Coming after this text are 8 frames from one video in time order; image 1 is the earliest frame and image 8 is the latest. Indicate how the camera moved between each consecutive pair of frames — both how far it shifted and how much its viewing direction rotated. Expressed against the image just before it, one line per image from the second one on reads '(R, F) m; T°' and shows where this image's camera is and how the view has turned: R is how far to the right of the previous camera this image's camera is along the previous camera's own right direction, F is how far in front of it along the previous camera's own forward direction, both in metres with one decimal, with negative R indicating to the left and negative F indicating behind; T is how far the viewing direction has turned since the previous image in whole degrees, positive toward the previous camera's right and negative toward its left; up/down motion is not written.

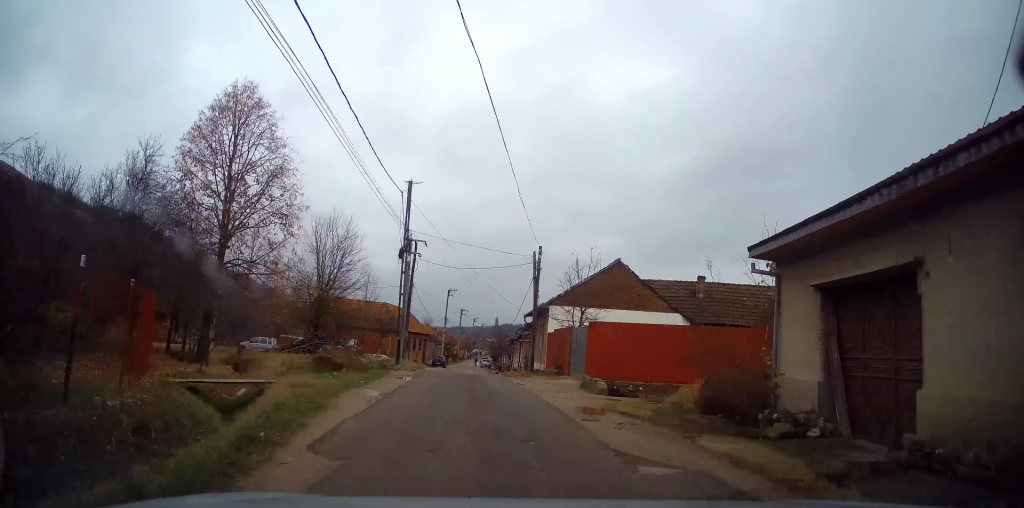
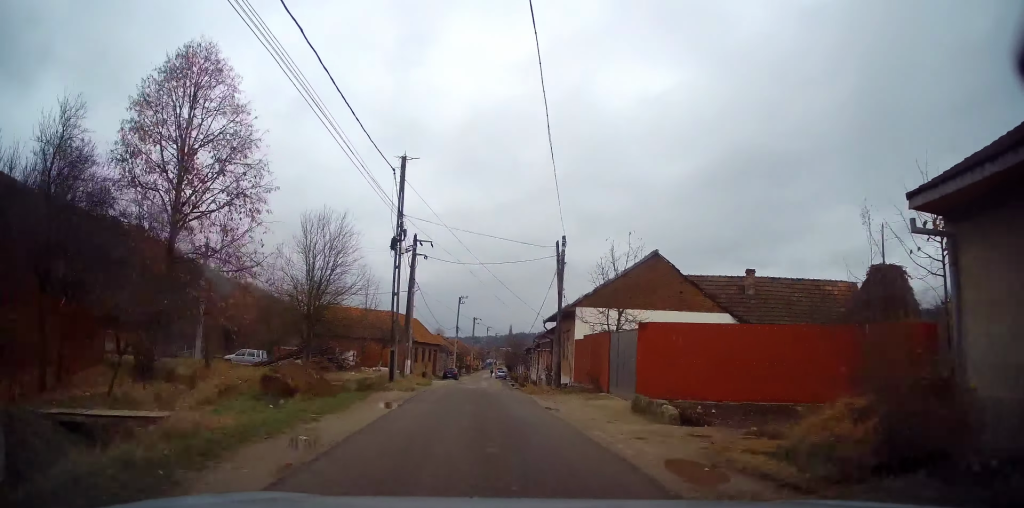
(-0.1, +4.7) m; -1°
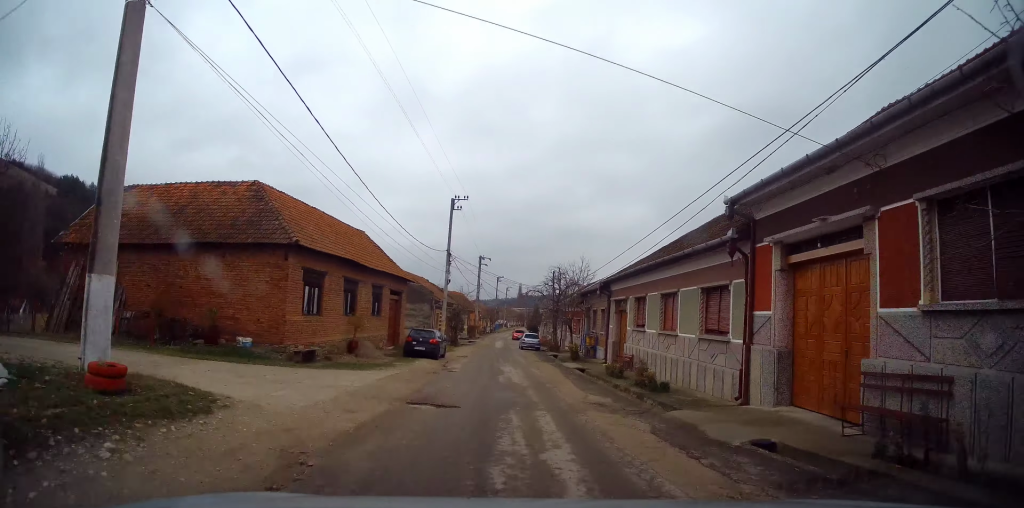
(-0.3, +39.1) m; 0°
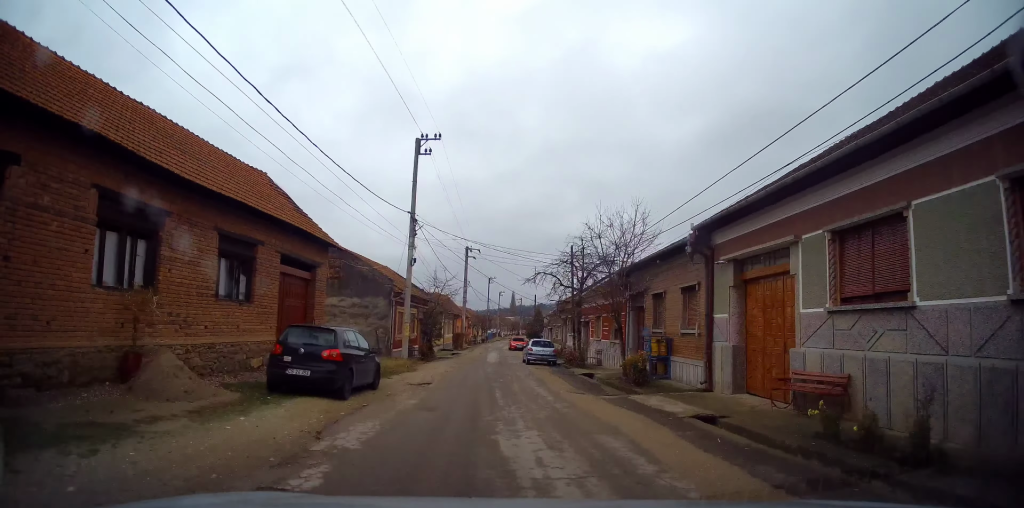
(+0.3, +15.4) m; +3°
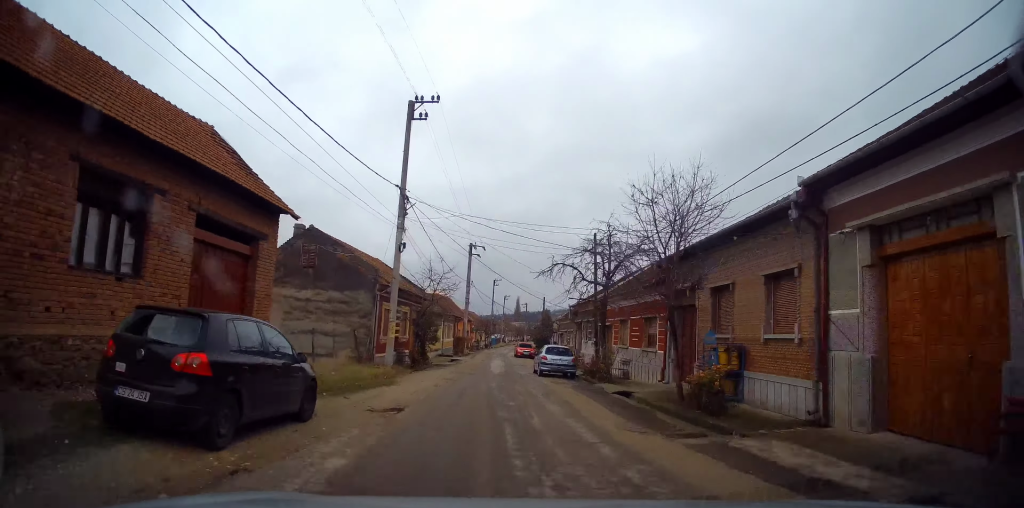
(+0.2, +5.4) m; 0°
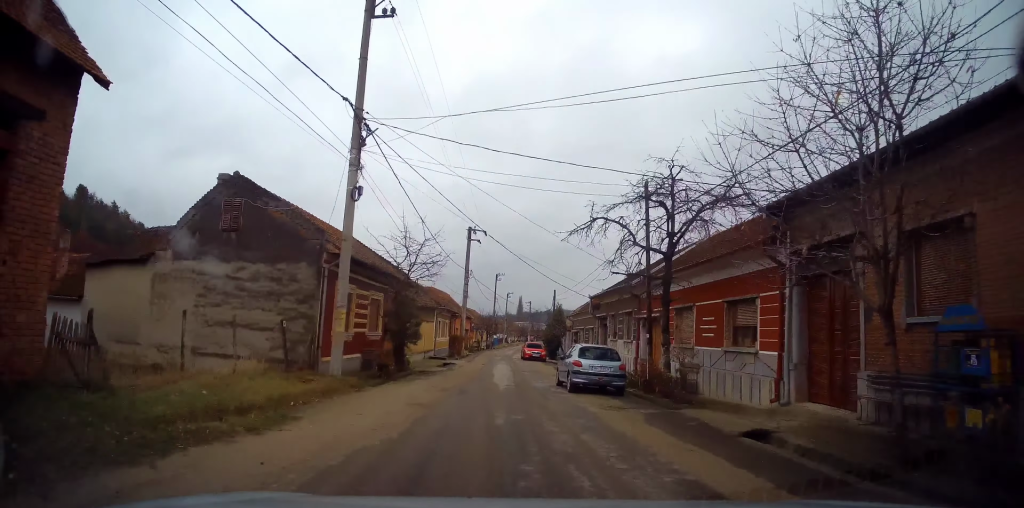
(-0.1, +8.3) m; -1°
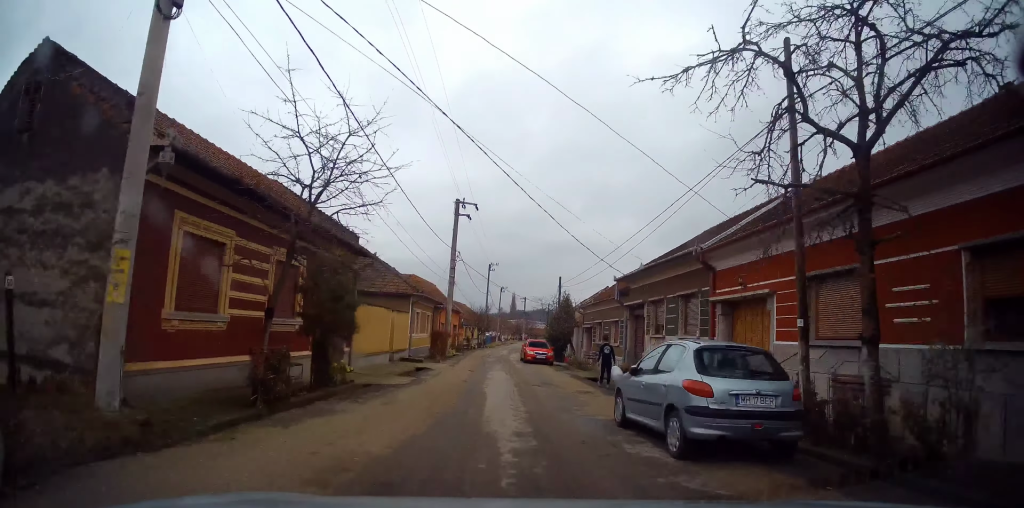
(-0.2, +9.2) m; -1°
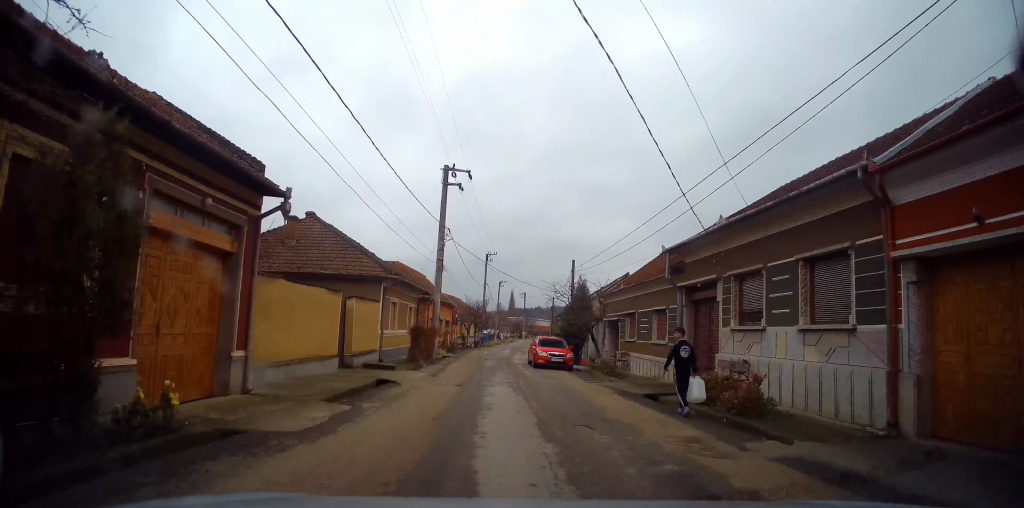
(0.0, +7.9) m; +1°
